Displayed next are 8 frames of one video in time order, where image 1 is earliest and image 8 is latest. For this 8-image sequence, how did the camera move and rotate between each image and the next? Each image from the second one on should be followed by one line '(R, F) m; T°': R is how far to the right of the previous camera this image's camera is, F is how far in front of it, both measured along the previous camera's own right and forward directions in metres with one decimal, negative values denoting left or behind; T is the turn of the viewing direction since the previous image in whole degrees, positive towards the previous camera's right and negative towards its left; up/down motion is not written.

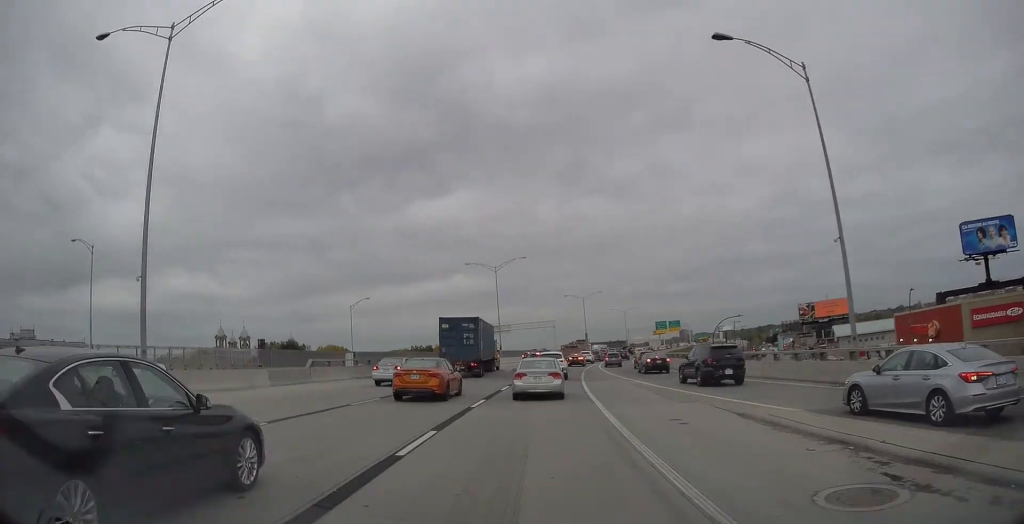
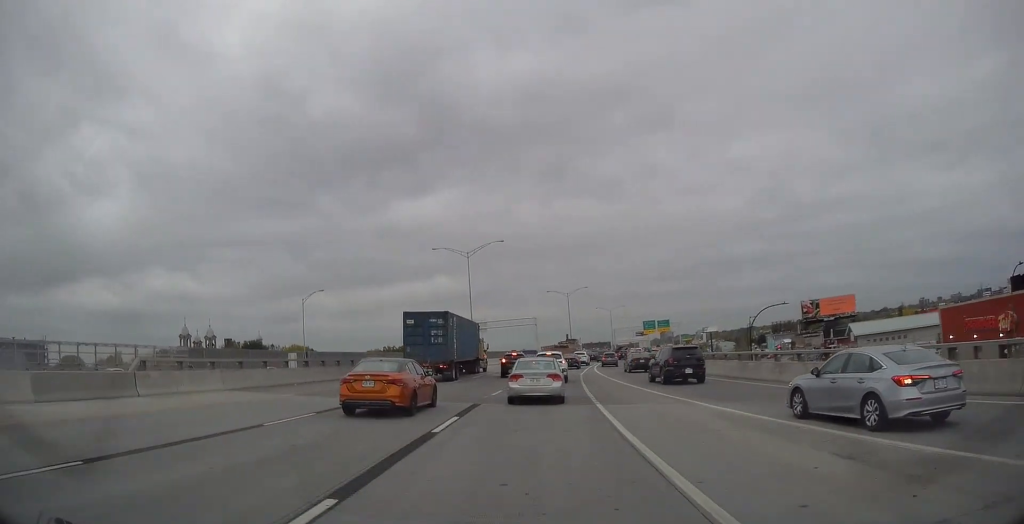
(0.0, +12.9) m; +2°
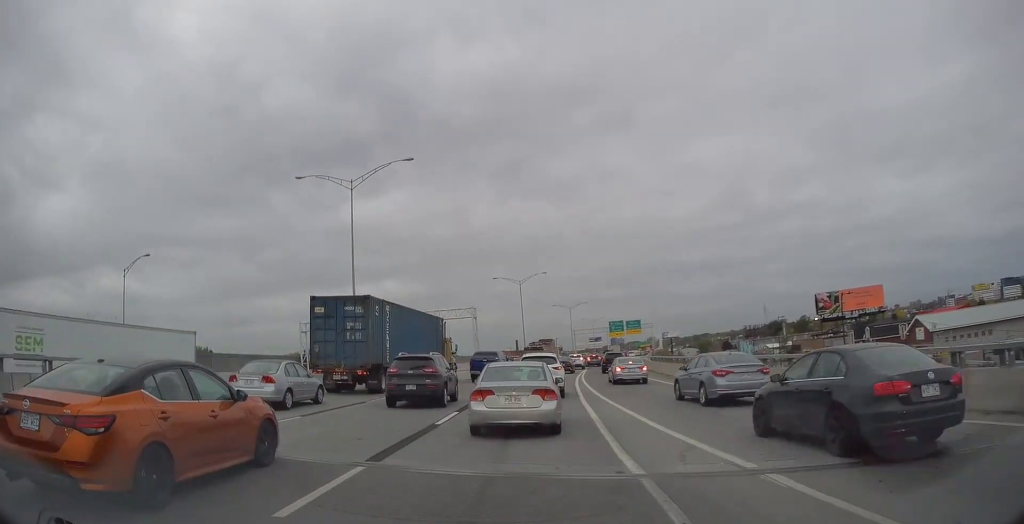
(+2.6, +34.5) m; +5°
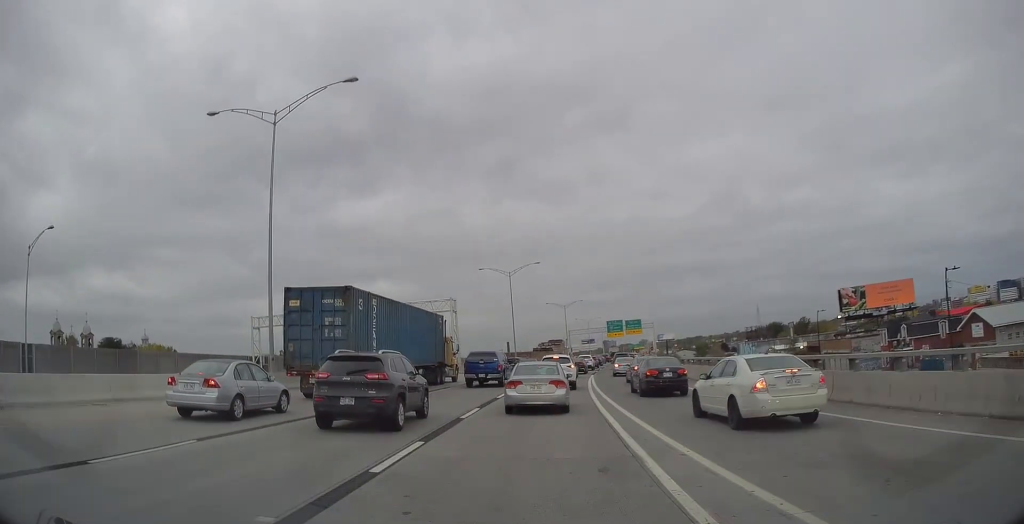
(+0.1, +15.8) m; +1°
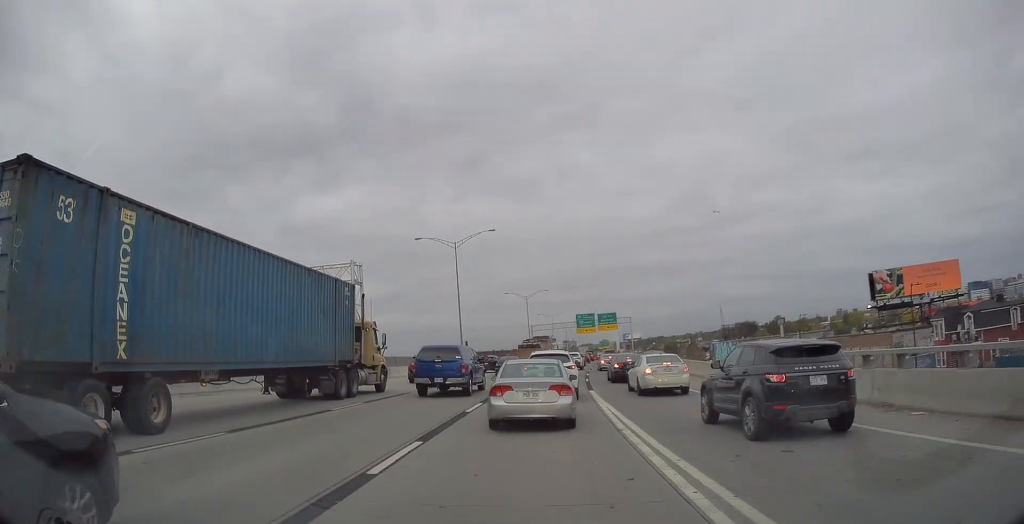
(+0.2, +18.8) m; +2°
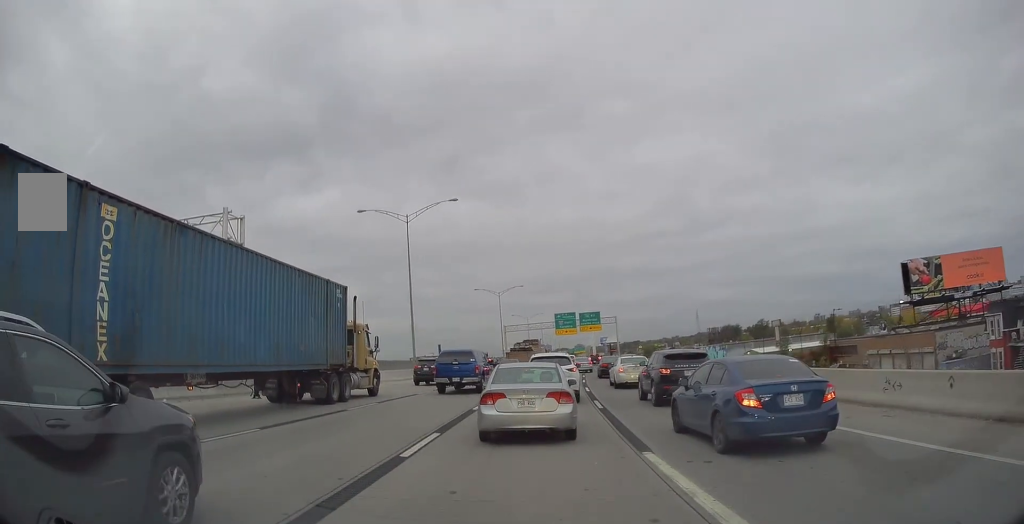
(+0.3, +16.1) m; +3°
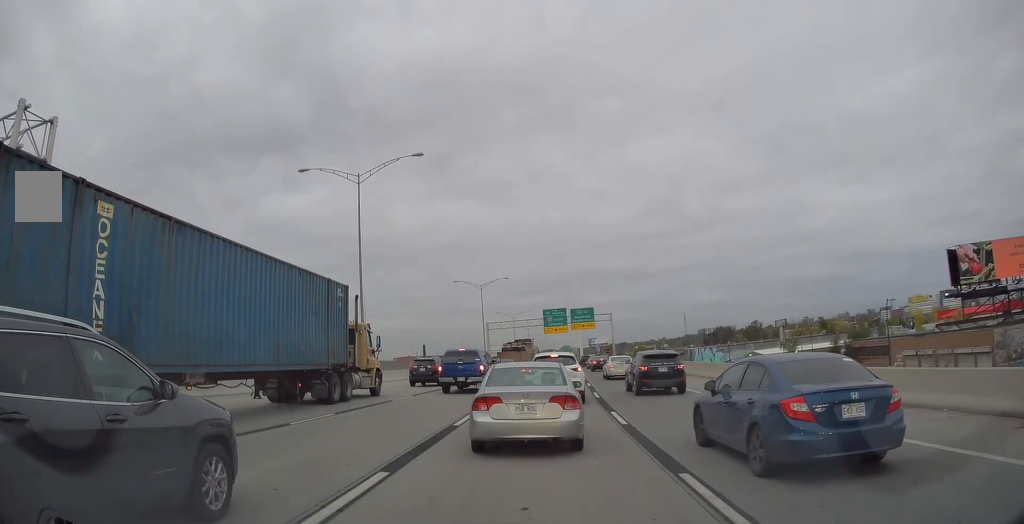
(+0.2, +9.0) m; +2°
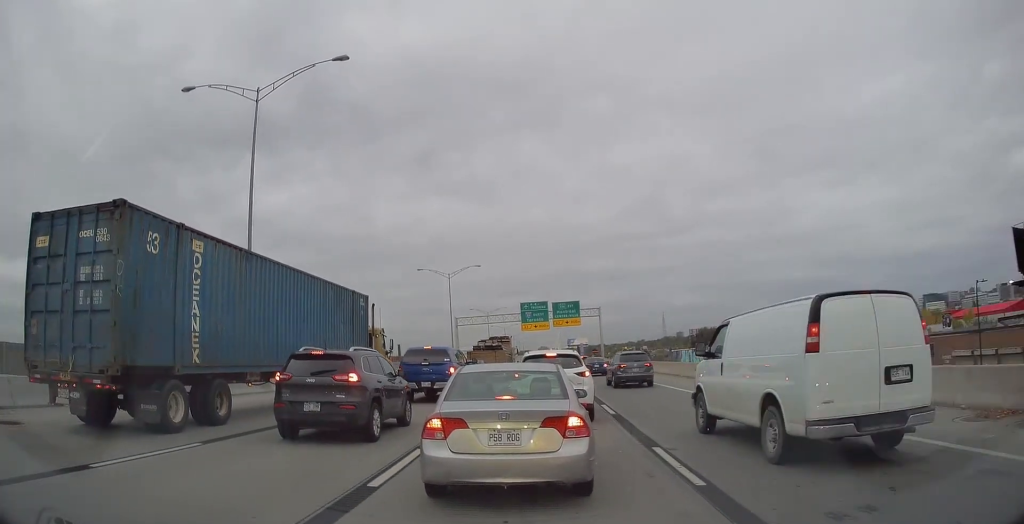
(+0.2, +11.3) m; +1°
